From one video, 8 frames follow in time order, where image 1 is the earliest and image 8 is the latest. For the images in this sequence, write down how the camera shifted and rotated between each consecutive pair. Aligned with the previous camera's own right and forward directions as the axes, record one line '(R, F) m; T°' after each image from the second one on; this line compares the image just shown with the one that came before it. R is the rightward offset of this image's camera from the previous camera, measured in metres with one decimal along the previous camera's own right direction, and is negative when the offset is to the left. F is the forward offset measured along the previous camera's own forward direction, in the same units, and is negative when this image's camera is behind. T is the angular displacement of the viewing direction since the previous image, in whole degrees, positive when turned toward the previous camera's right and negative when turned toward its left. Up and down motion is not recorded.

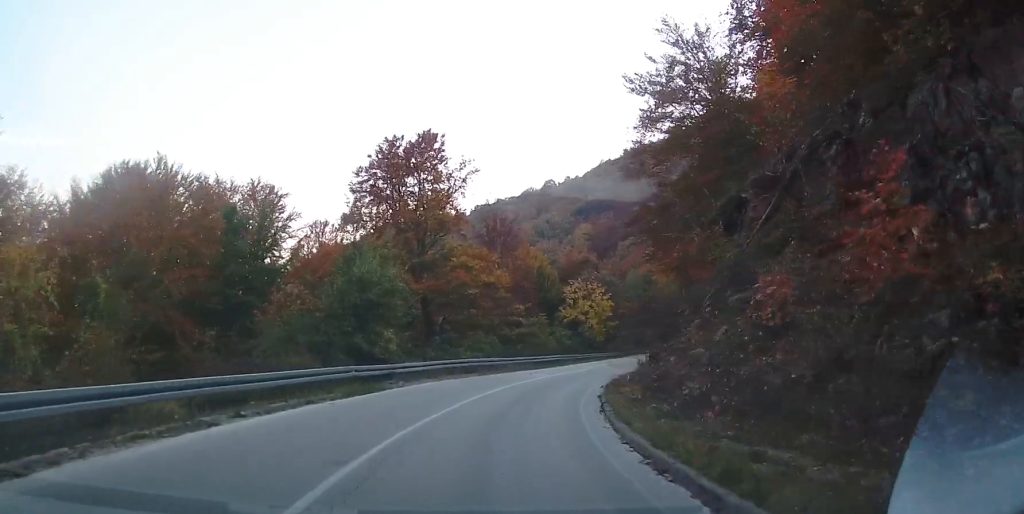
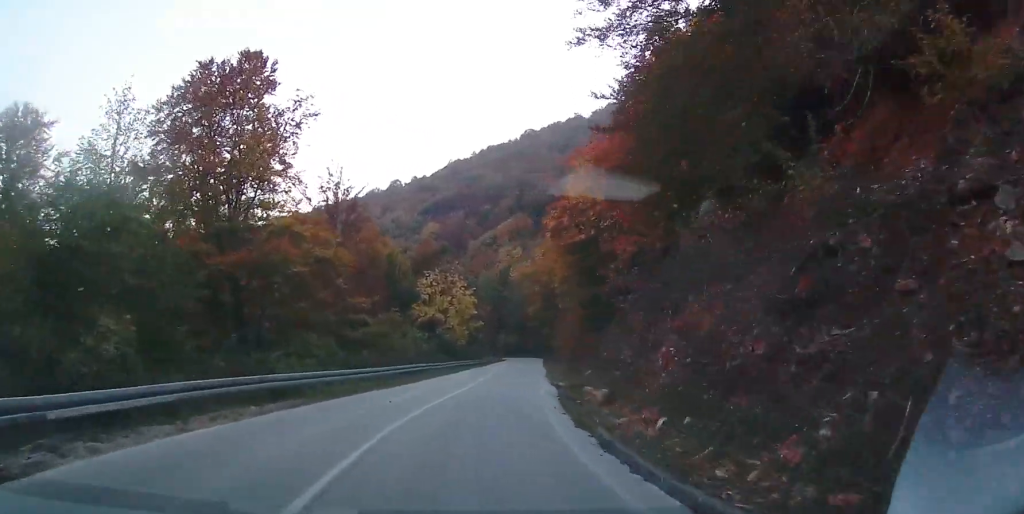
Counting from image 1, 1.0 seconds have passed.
(+1.9, +17.7) m; +10°
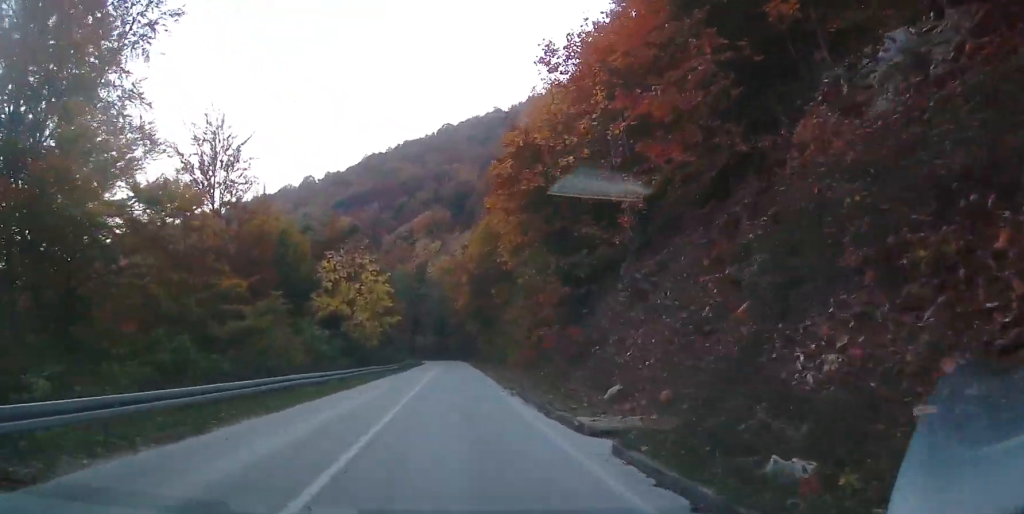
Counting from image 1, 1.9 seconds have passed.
(+1.2, +16.5) m; +5°
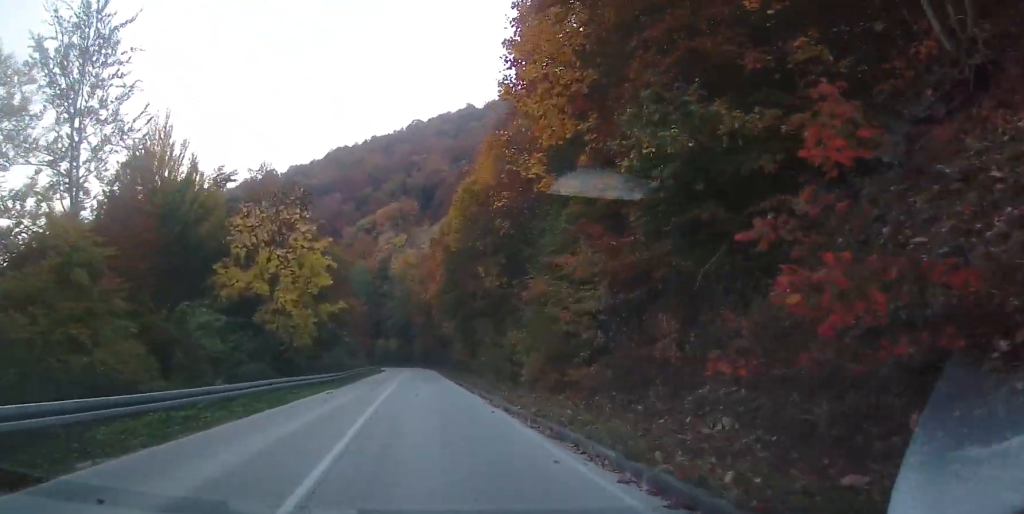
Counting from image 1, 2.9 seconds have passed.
(+0.4, +19.4) m; +1°
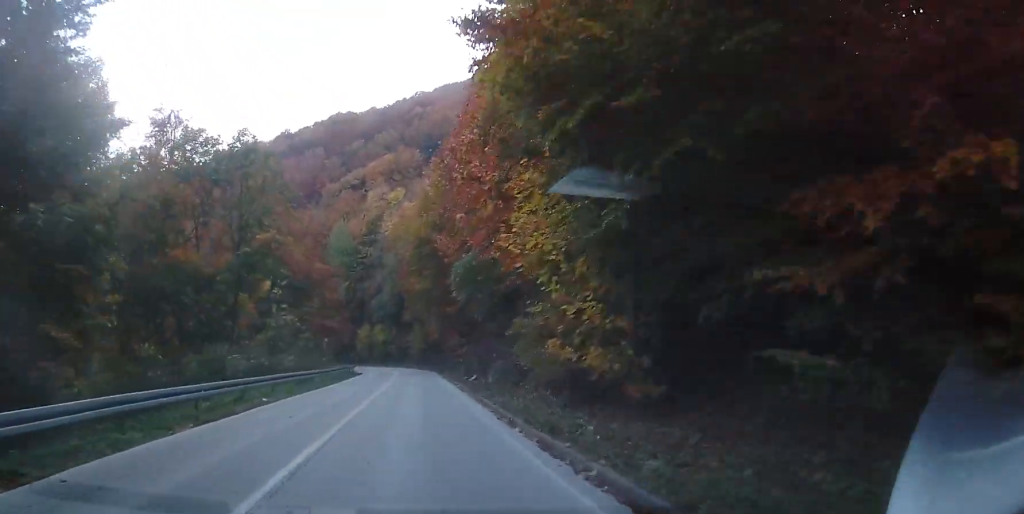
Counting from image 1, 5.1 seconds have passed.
(+0.5, +41.4) m; +2°
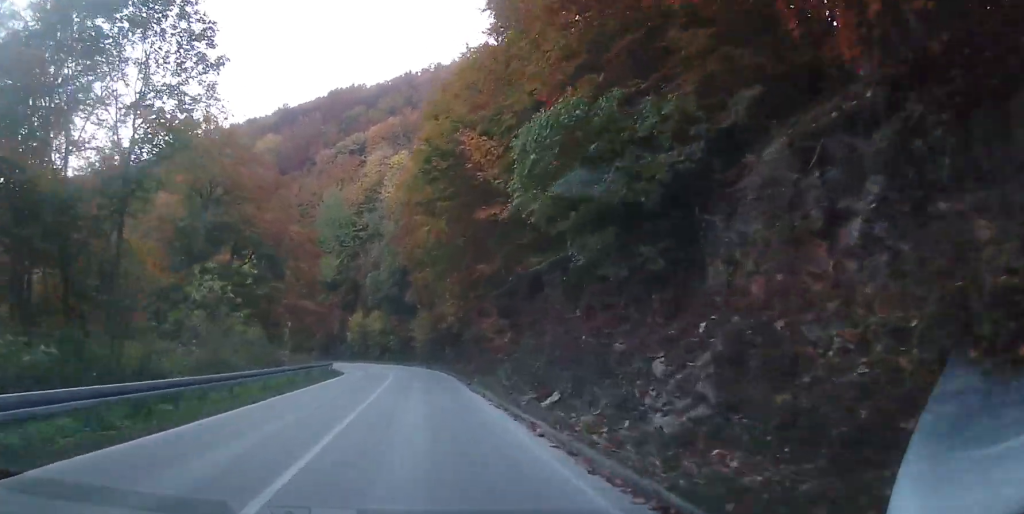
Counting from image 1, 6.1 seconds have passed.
(+0.1, +18.7) m; 0°
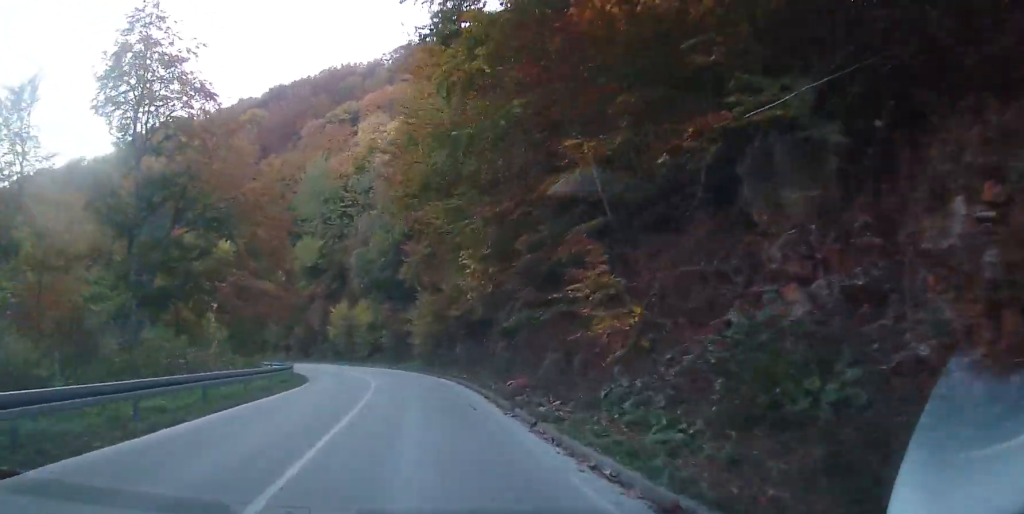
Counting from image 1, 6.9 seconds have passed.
(0.0, +15.0) m; -1°
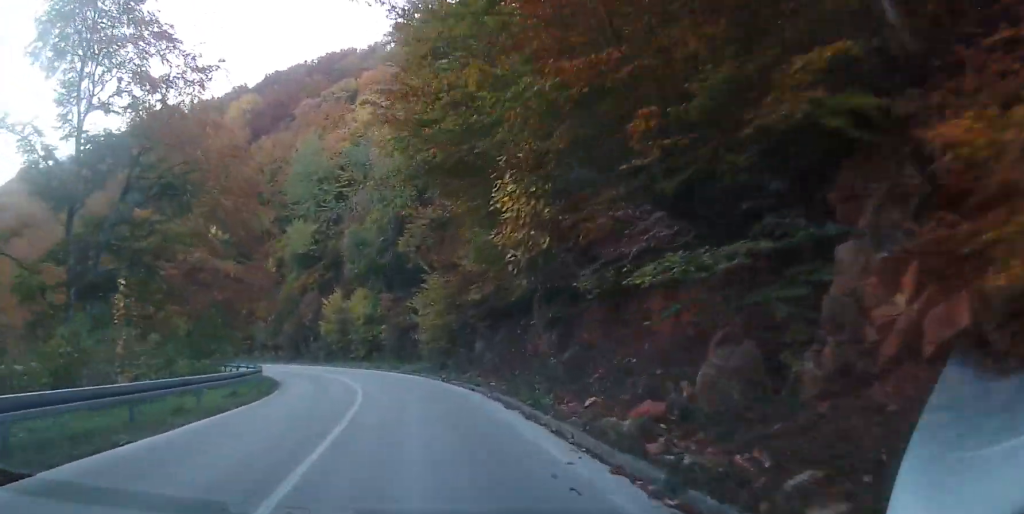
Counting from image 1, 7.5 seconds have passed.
(0.0, +9.4) m; -1°
